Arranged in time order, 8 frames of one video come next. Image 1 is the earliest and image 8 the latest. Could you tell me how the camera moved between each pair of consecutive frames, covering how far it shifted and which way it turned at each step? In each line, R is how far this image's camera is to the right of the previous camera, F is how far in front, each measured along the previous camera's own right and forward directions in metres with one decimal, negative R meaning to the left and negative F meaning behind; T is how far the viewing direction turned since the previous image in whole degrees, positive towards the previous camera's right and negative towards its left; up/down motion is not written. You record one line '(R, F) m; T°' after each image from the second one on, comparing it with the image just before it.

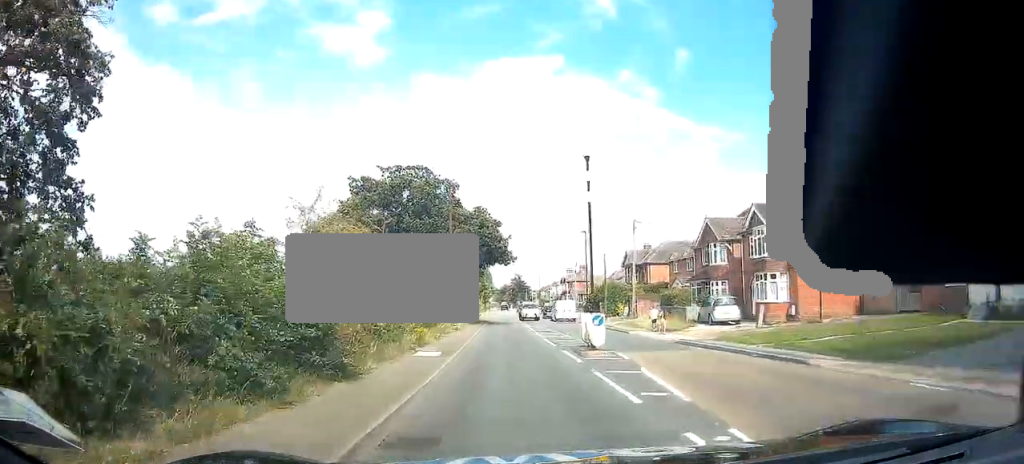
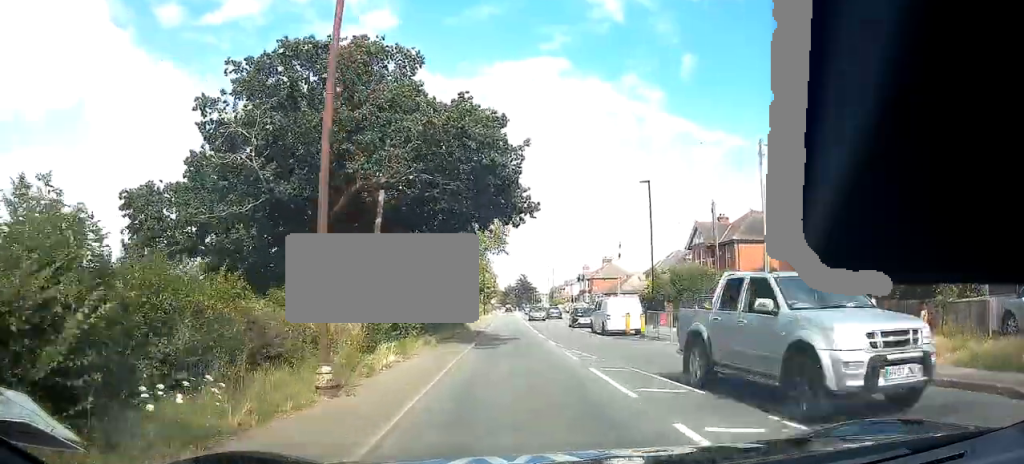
(+0.8, +23.5) m; +3°
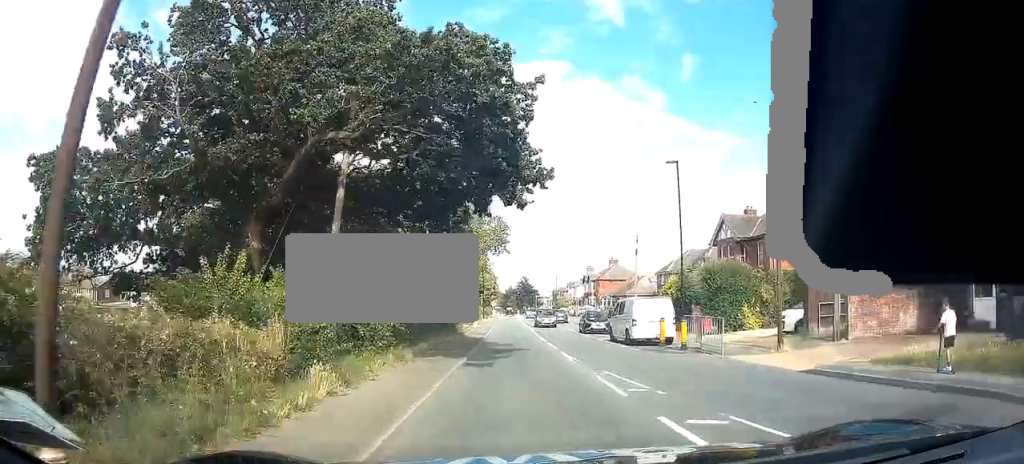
(+0.1, +5.7) m; 0°
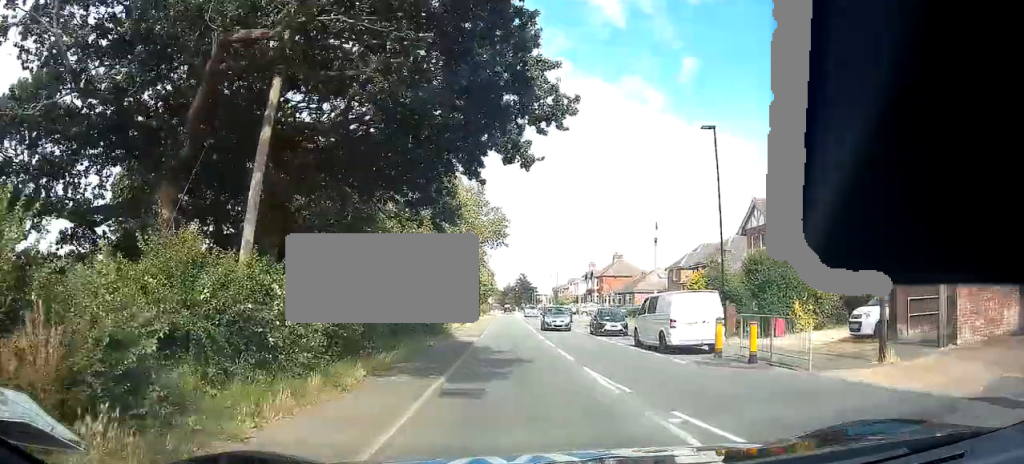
(-0.3, +5.8) m; -1°
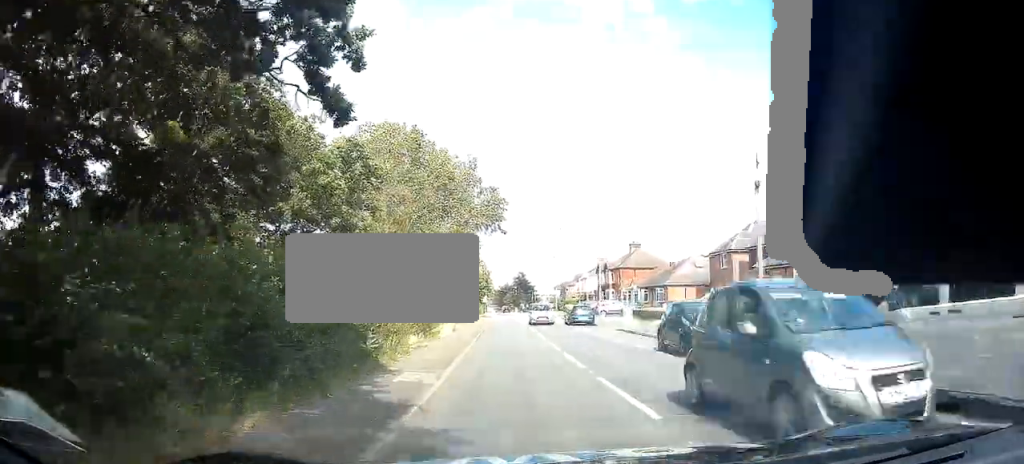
(+0.1, +15.5) m; -1°
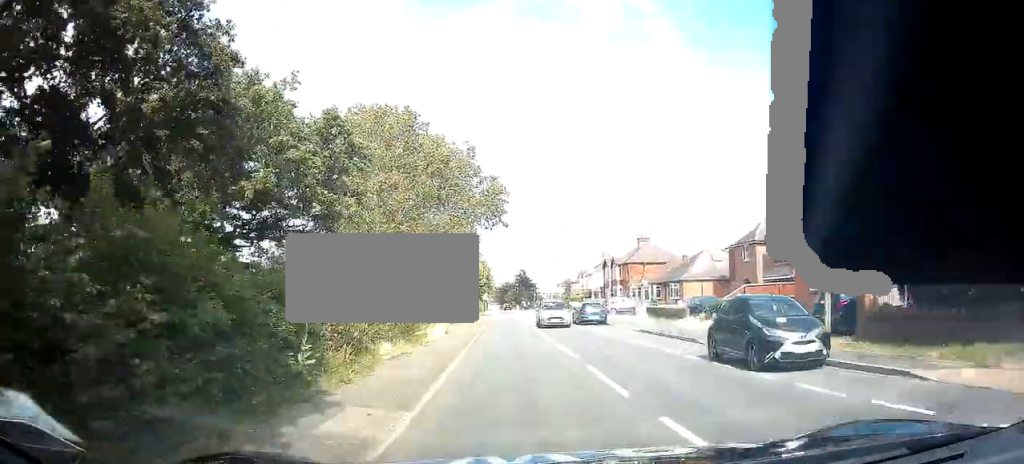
(-0.2, +4.6) m; 0°
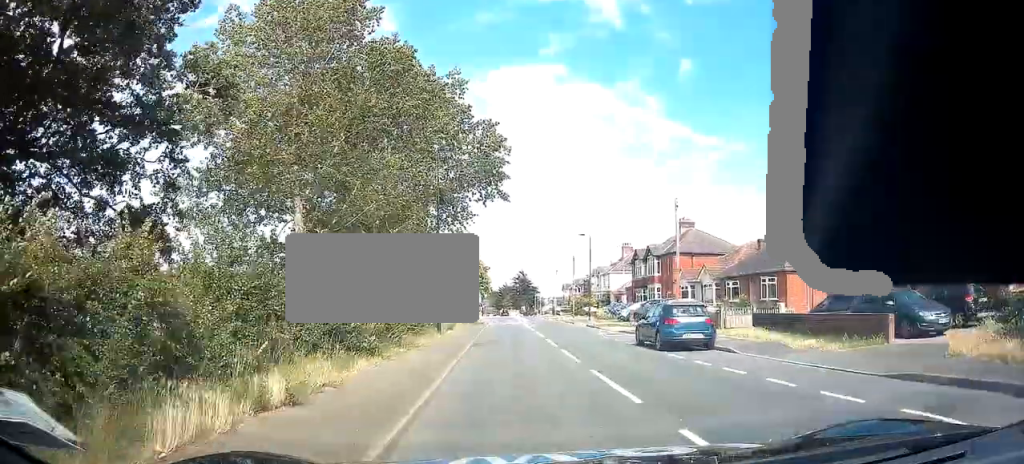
(+0.2, +20.0) m; +2°
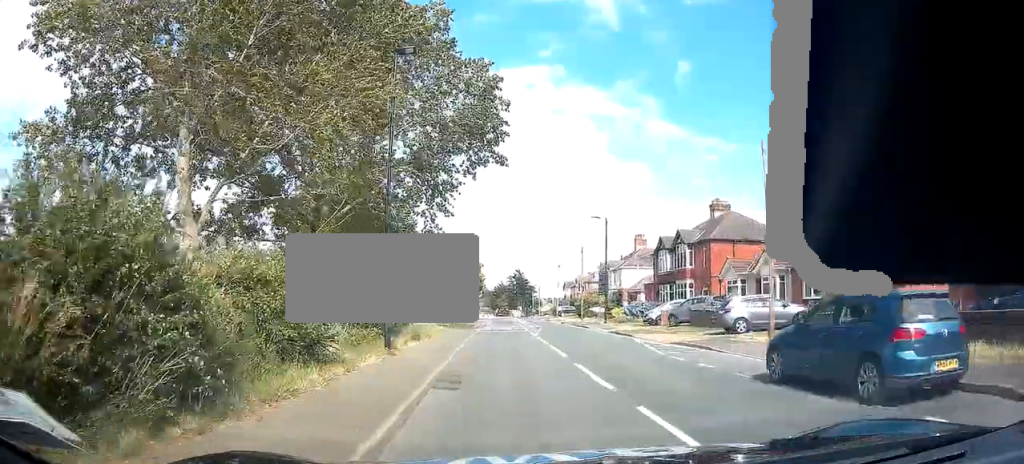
(+0.1, +10.8) m; 0°
